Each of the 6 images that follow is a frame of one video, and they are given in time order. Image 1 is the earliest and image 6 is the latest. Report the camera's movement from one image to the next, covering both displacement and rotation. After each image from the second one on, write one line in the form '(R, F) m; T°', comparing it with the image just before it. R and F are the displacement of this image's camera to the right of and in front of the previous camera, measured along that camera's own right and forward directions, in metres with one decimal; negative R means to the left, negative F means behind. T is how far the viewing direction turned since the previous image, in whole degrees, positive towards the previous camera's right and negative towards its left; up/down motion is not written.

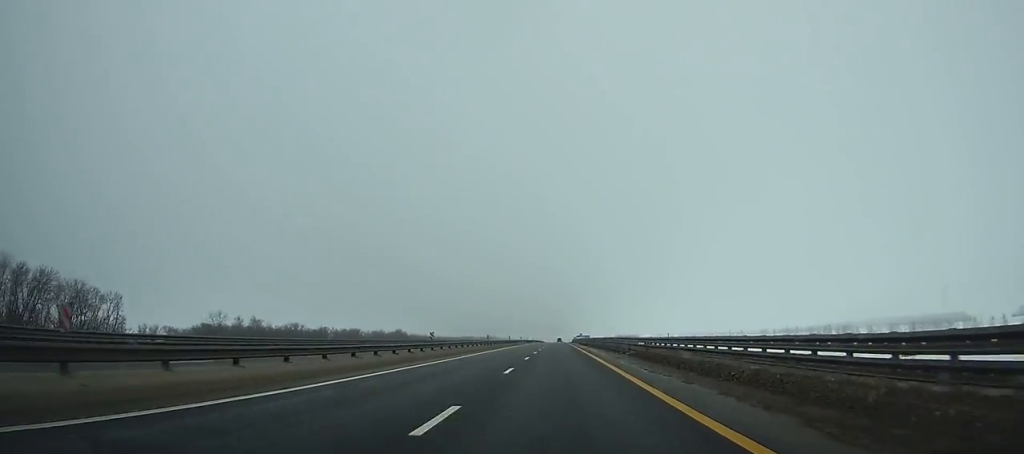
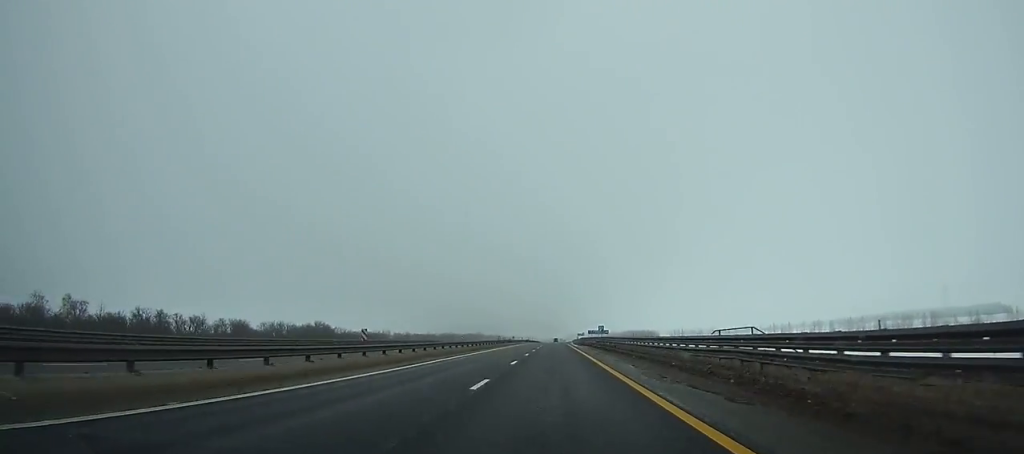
(0.0, +101.8) m; 0°
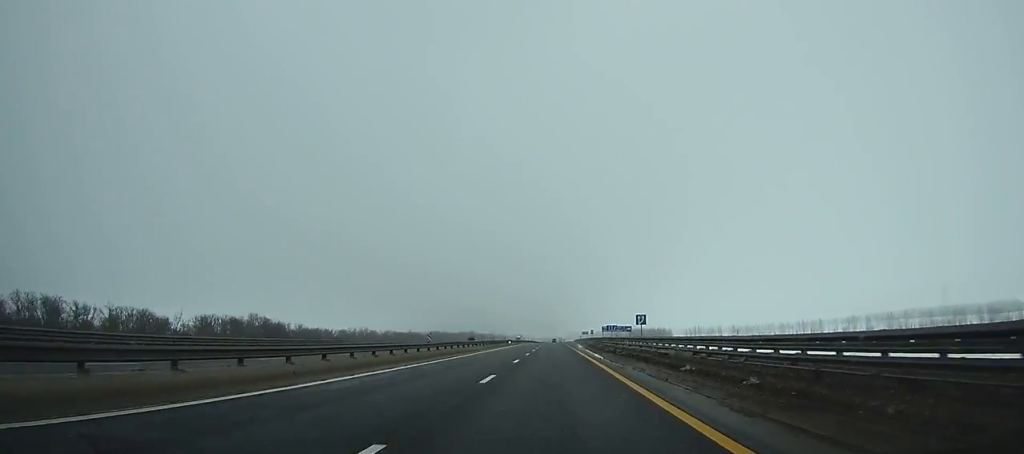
(0.0, +47.1) m; 0°
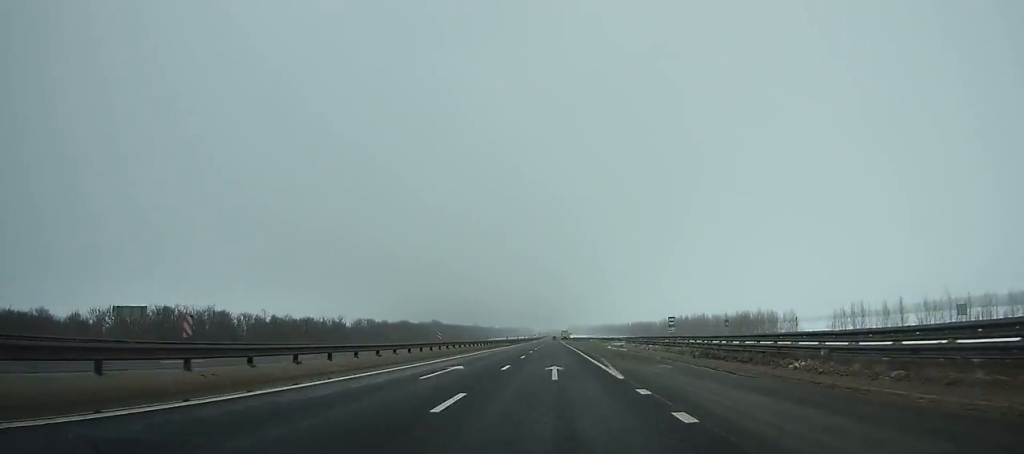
(+0.4, +176.3) m; 0°
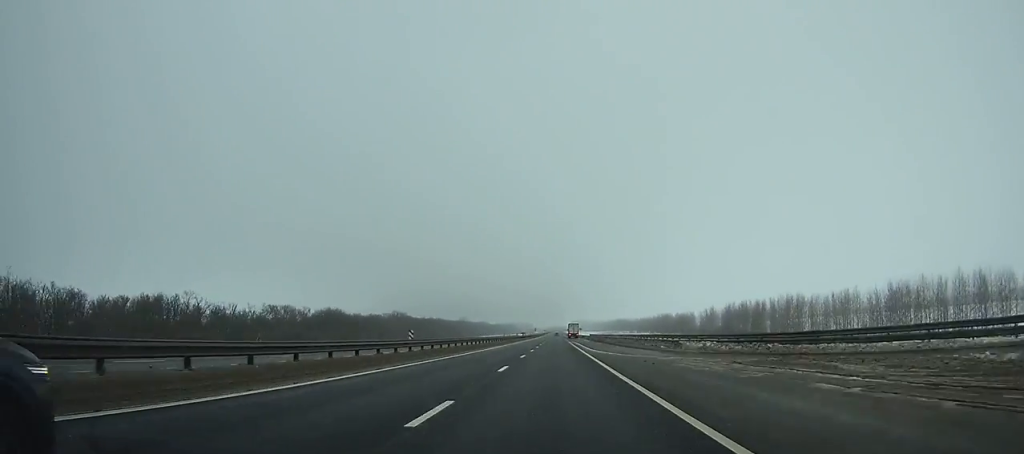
(-0.2, +99.4) m; 0°
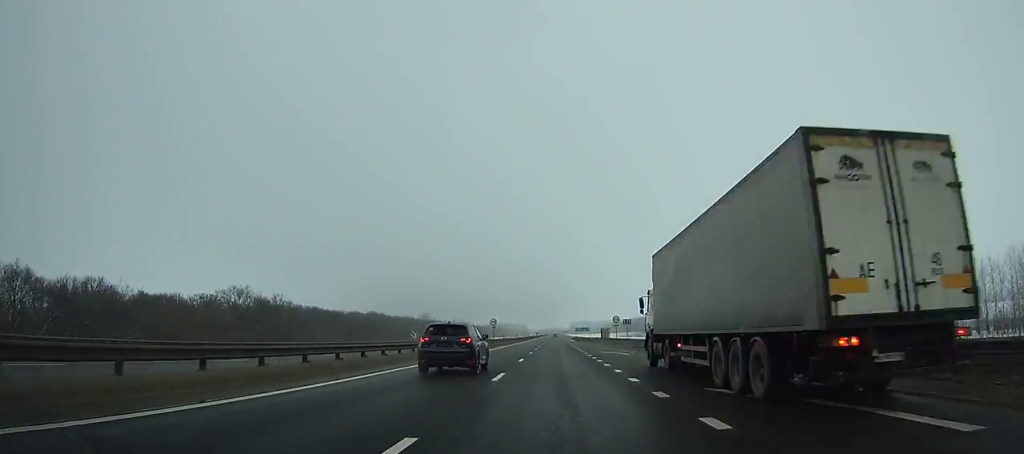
(0.0, +149.7) m; 0°
